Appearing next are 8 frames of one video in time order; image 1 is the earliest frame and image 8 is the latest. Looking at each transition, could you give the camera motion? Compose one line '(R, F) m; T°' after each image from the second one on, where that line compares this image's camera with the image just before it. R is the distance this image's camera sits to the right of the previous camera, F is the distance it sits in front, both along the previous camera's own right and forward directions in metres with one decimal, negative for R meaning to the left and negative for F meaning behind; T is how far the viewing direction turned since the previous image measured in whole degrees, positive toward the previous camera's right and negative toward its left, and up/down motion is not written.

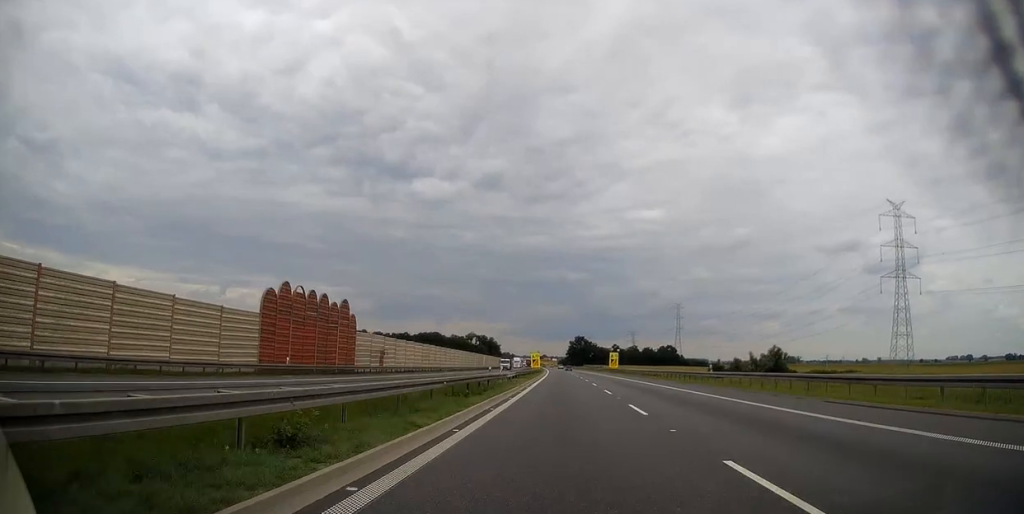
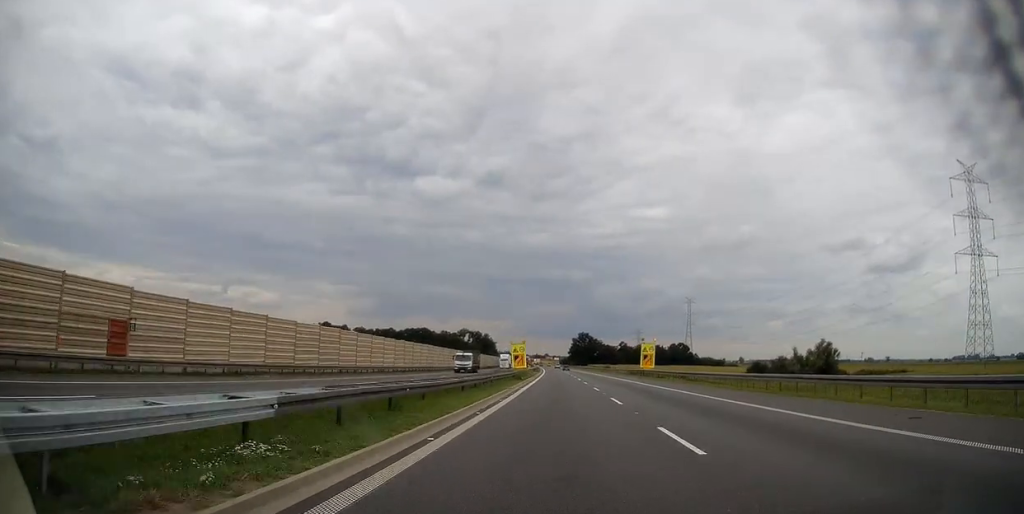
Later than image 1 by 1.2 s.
(-0.1, +43.3) m; -1°
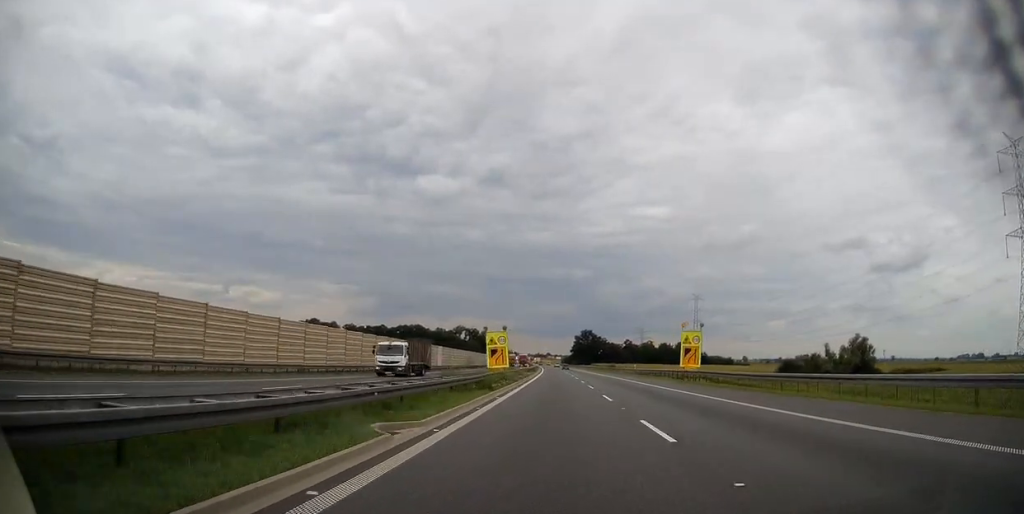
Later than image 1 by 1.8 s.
(-0.2, +22.6) m; -1°
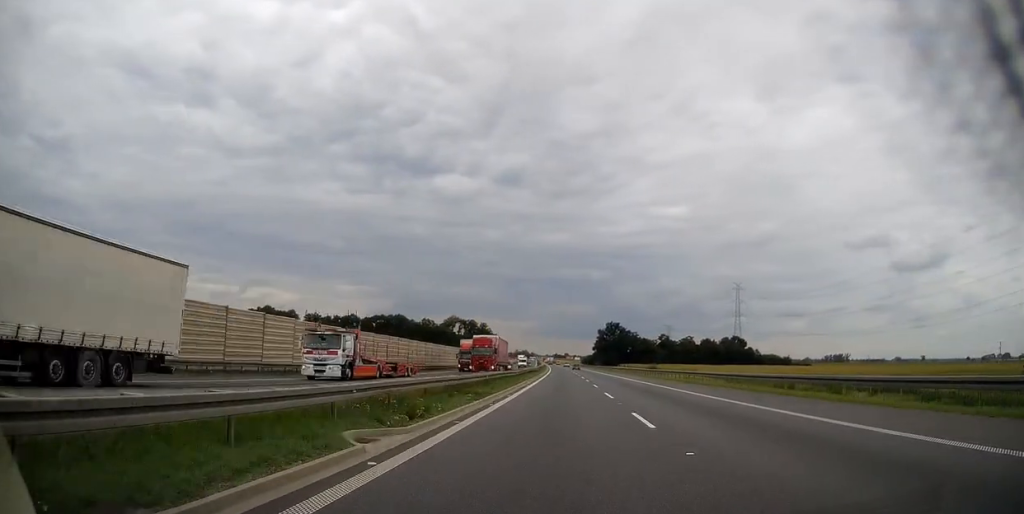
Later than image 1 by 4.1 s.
(-0.6, +81.7) m; -1°
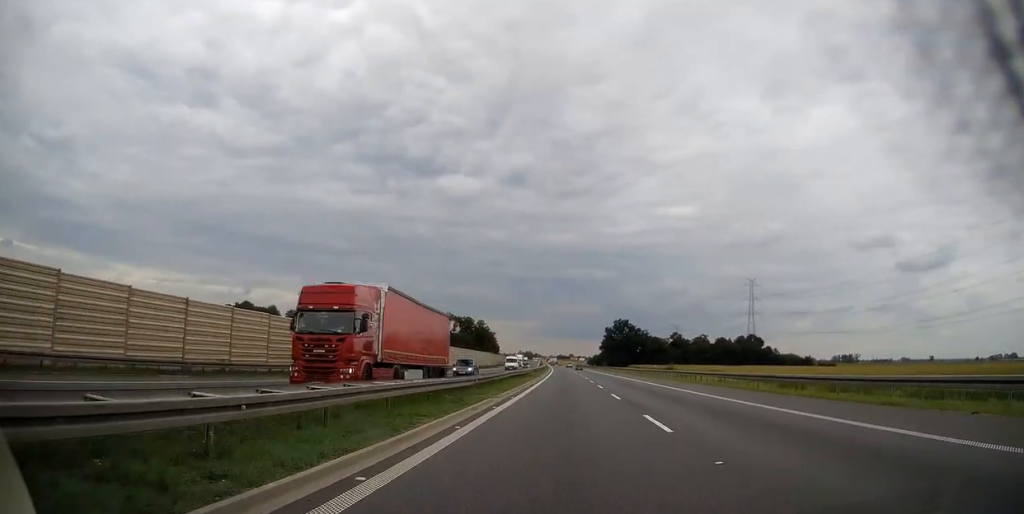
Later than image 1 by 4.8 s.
(-0.3, +24.8) m; -1°
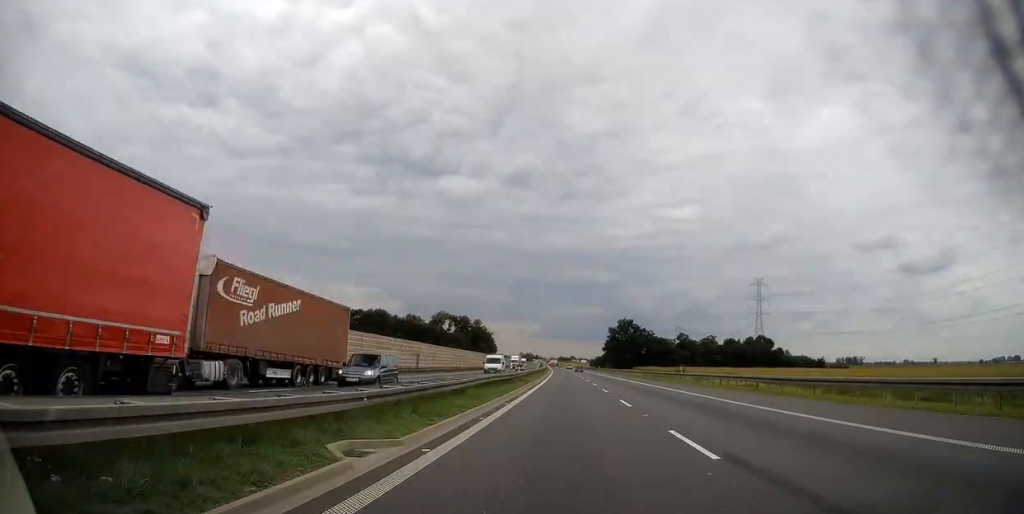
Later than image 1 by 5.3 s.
(-0.1, +15.3) m; 0°
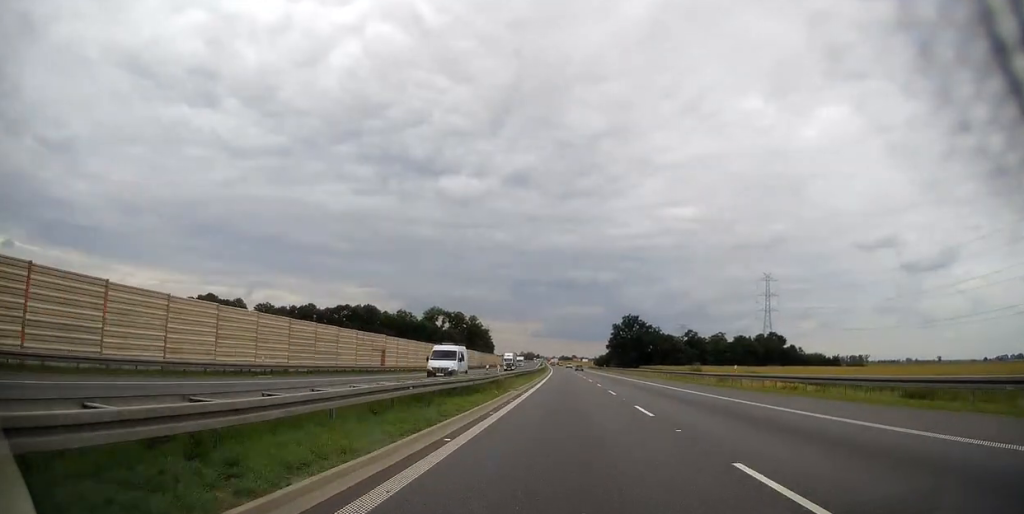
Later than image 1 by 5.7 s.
(-0.1, +16.6) m; 0°
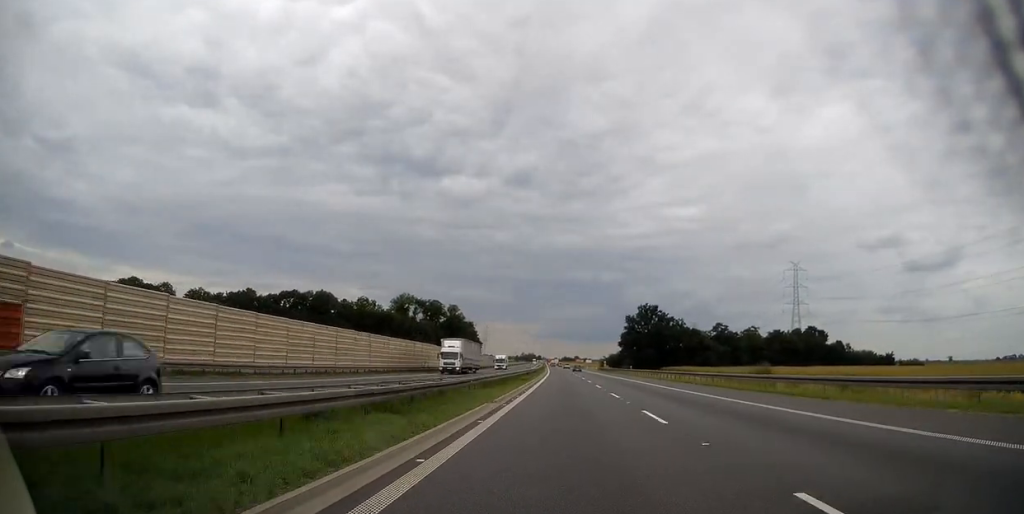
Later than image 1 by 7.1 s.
(-0.1, +49.9) m; 0°
